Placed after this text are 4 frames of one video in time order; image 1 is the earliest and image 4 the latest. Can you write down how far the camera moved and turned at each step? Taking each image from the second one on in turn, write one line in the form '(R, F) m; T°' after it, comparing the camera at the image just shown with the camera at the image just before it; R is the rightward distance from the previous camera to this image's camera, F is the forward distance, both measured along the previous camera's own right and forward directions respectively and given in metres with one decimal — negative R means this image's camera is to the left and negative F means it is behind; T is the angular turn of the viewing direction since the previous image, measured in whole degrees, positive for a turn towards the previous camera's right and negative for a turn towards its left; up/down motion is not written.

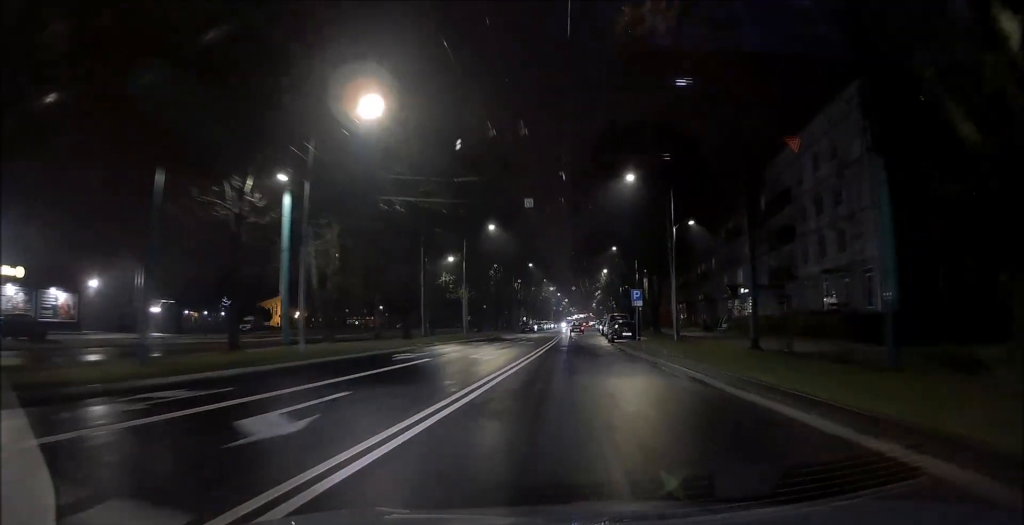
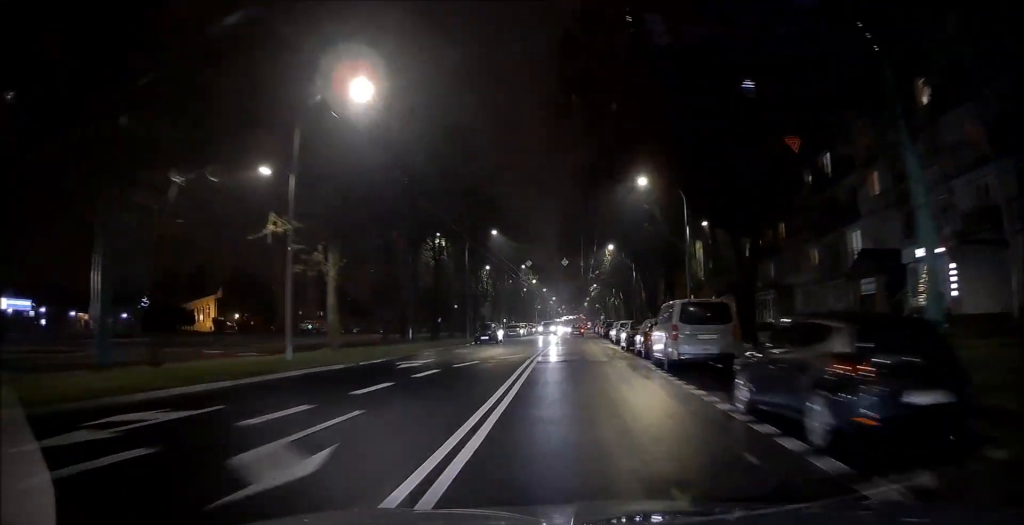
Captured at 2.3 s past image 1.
(-0.1, +31.5) m; 0°
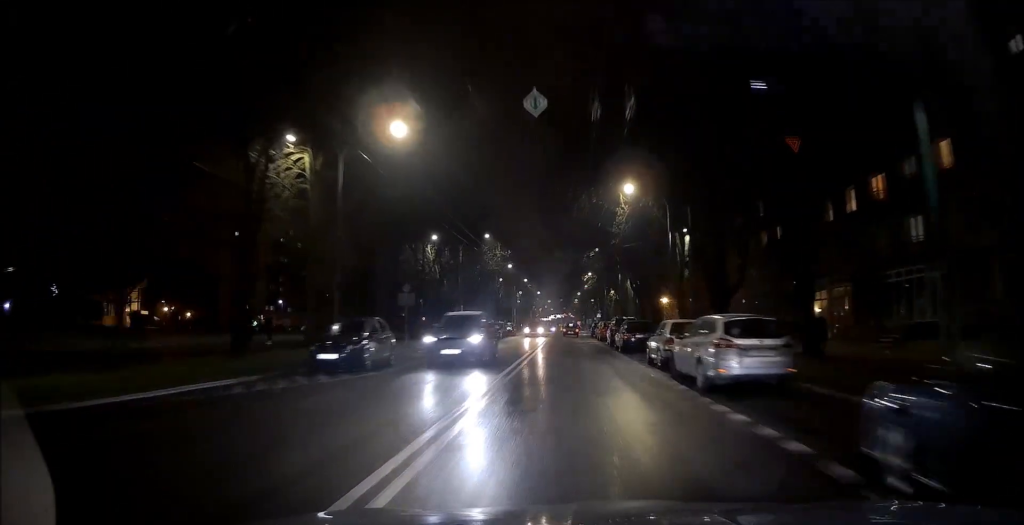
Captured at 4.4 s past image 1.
(+0.8, +27.2) m; +2°
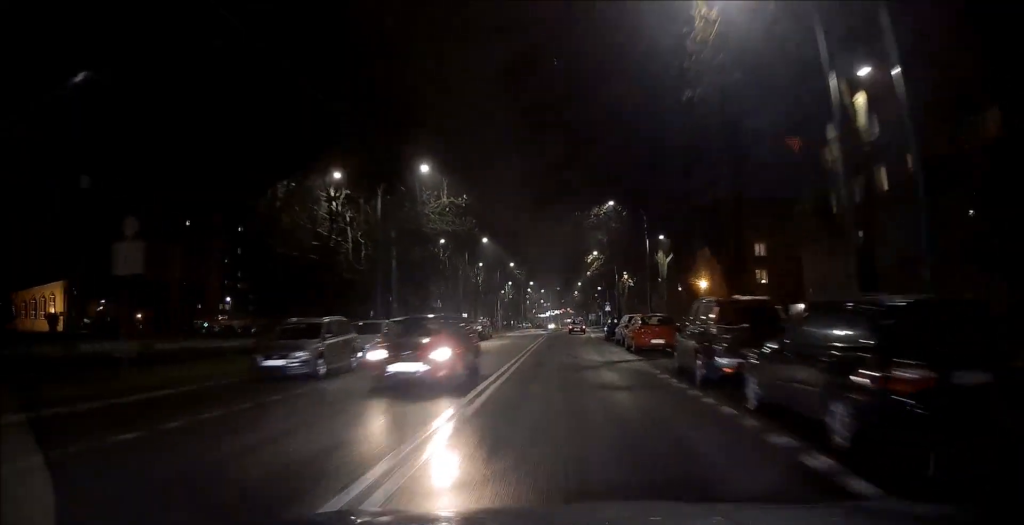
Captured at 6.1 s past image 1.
(-0.1, +23.4) m; -1°
